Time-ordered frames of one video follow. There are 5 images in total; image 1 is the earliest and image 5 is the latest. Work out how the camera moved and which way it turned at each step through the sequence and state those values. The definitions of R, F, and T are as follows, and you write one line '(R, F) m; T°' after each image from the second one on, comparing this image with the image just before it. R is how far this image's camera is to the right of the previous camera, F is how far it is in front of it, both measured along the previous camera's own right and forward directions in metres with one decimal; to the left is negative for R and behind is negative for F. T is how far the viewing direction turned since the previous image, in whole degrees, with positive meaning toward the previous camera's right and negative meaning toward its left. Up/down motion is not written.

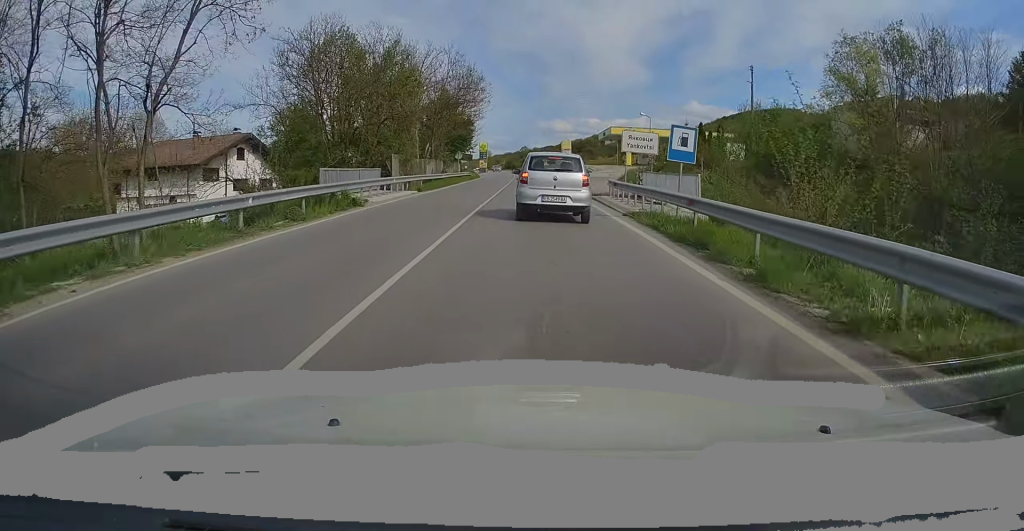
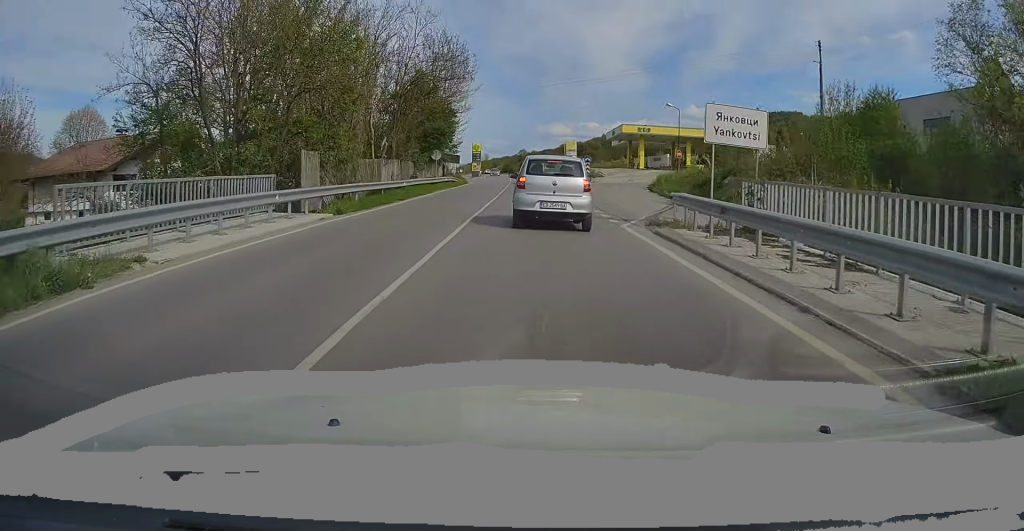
(-0.1, +13.0) m; 0°
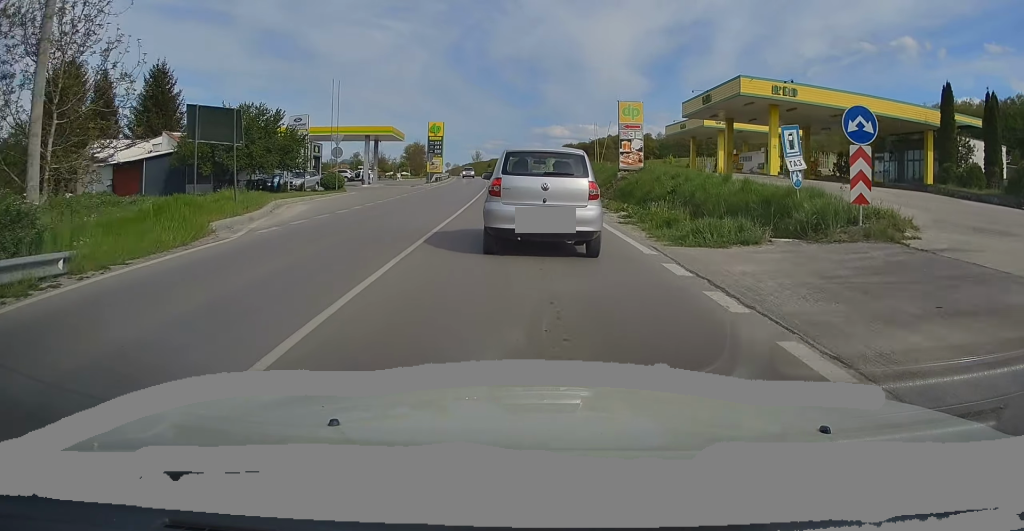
(+0.7, +50.4) m; +1°
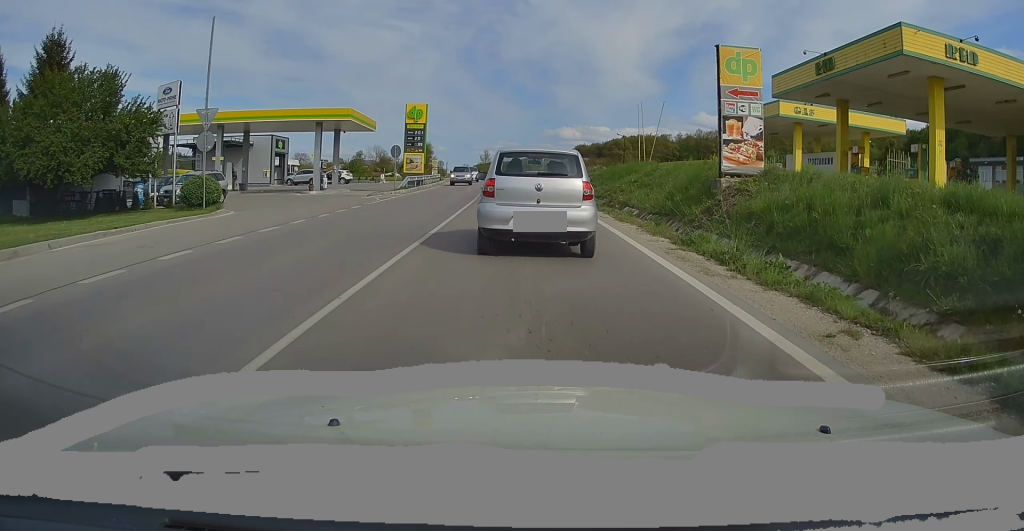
(+0.1, +18.0) m; -1°
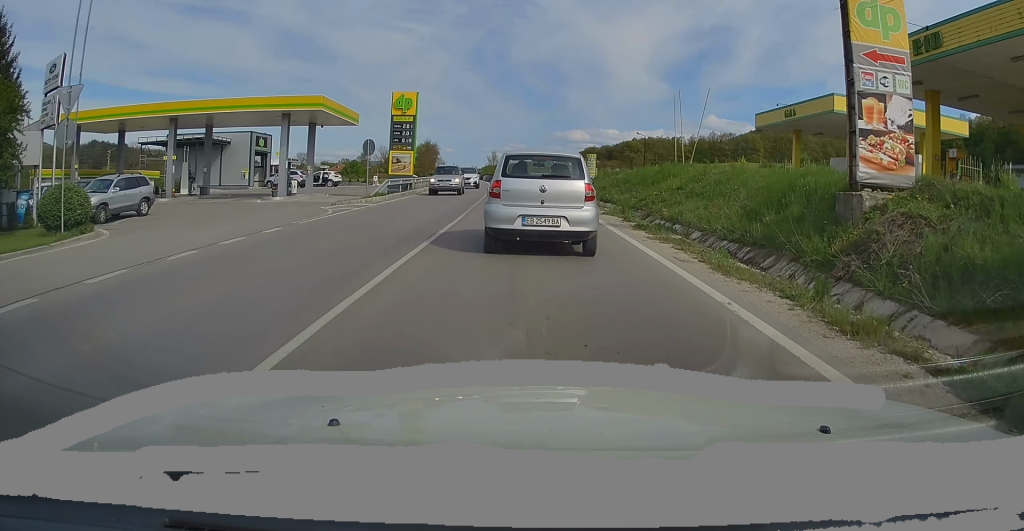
(-0.2, +8.0) m; -1°
